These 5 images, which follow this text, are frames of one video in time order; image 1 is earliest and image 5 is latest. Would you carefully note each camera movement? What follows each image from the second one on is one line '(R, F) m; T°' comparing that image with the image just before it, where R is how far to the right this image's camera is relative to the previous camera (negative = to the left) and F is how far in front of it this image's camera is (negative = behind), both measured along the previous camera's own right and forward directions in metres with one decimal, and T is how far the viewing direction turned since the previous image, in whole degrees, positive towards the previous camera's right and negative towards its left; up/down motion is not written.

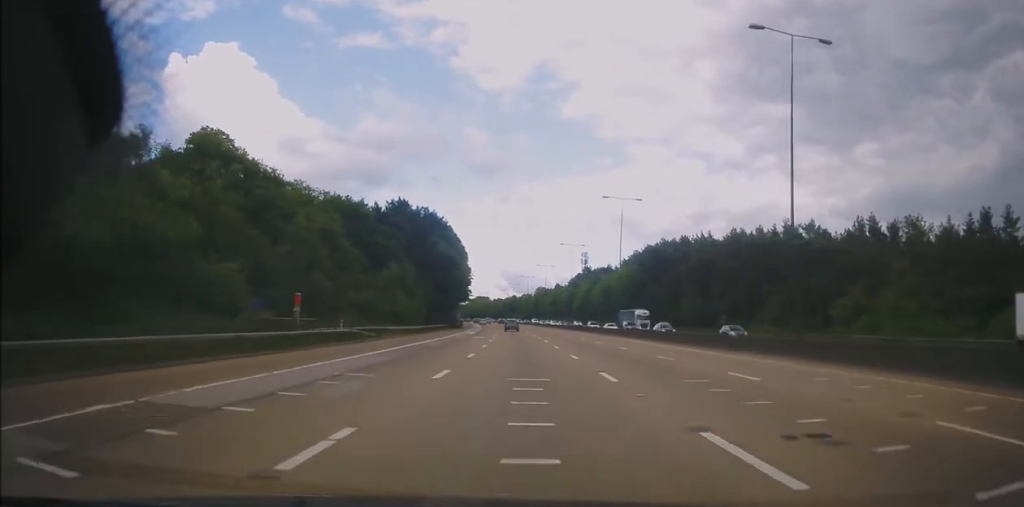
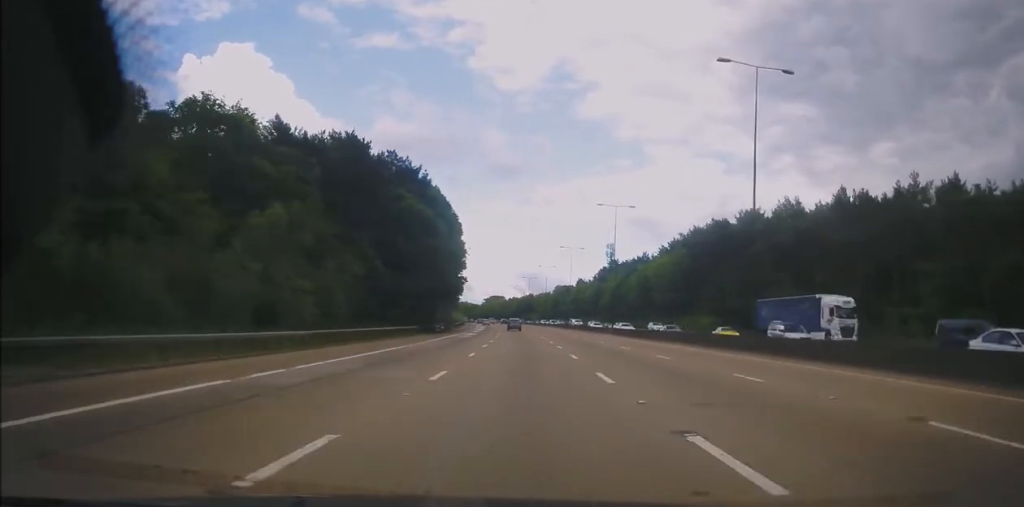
(-0.8, +38.0) m; -2°
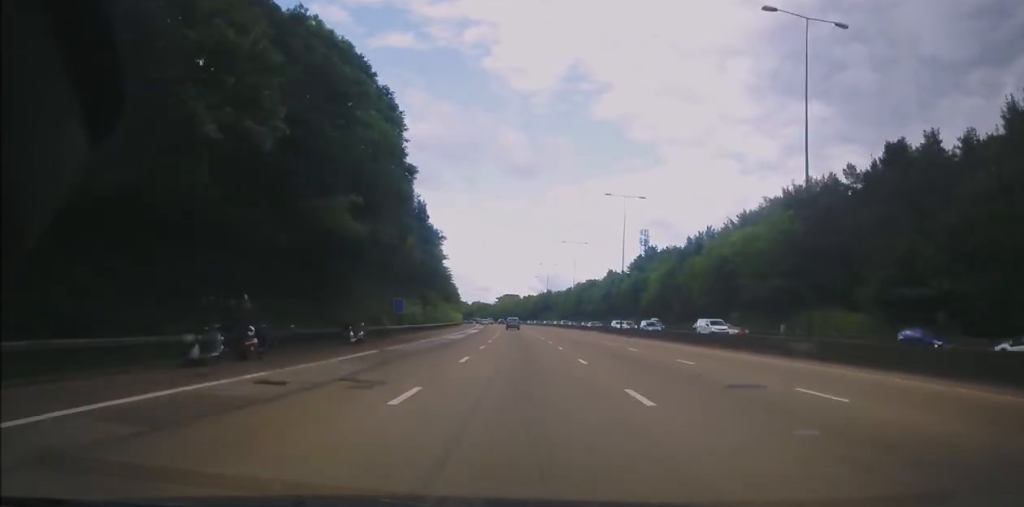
(-0.3, +47.1) m; -1°
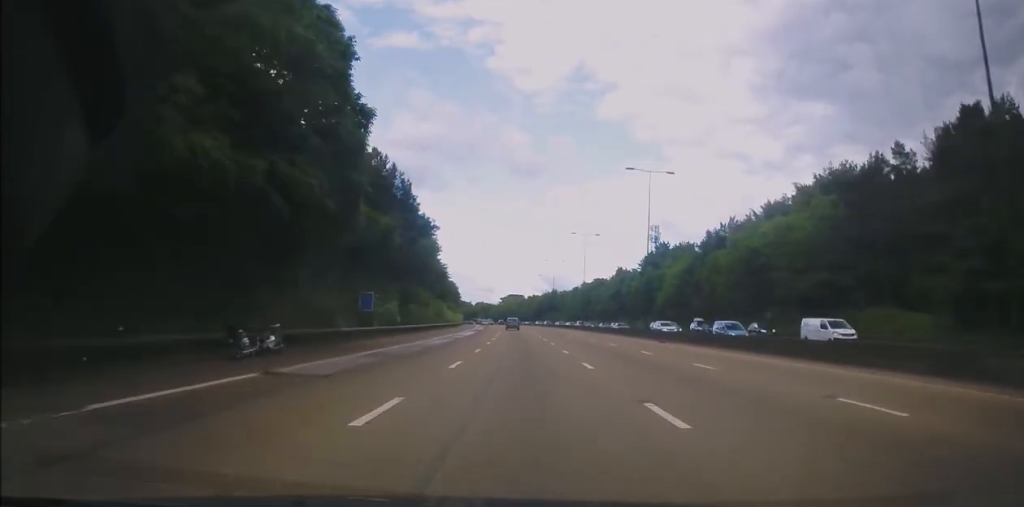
(-0.2, +11.5) m; 0°
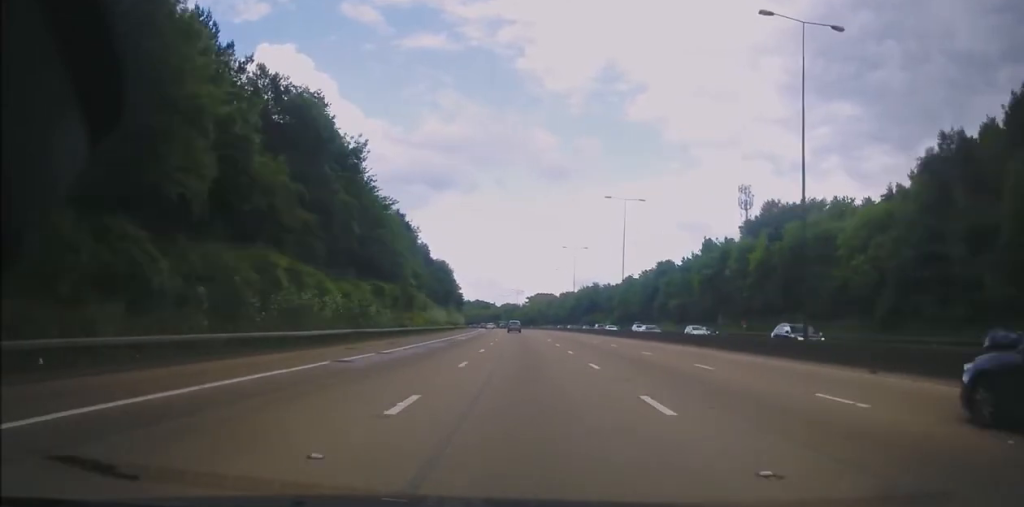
(-1.8, +70.5) m; -3°
